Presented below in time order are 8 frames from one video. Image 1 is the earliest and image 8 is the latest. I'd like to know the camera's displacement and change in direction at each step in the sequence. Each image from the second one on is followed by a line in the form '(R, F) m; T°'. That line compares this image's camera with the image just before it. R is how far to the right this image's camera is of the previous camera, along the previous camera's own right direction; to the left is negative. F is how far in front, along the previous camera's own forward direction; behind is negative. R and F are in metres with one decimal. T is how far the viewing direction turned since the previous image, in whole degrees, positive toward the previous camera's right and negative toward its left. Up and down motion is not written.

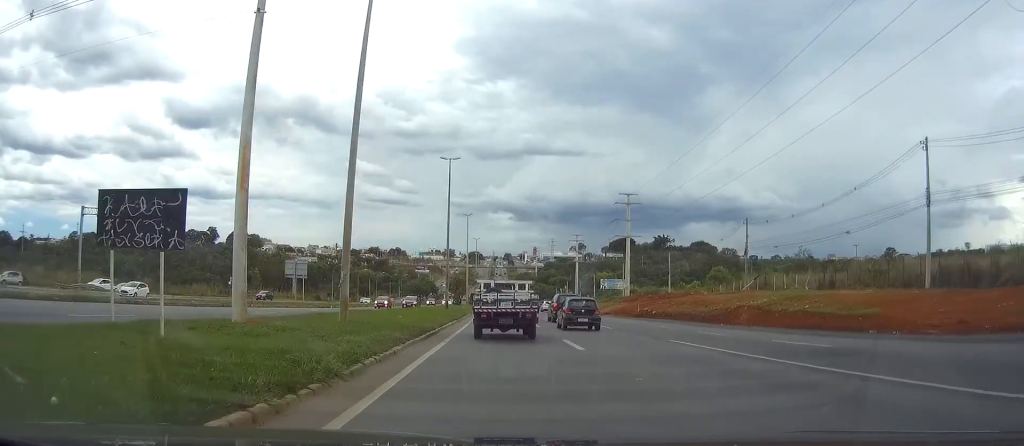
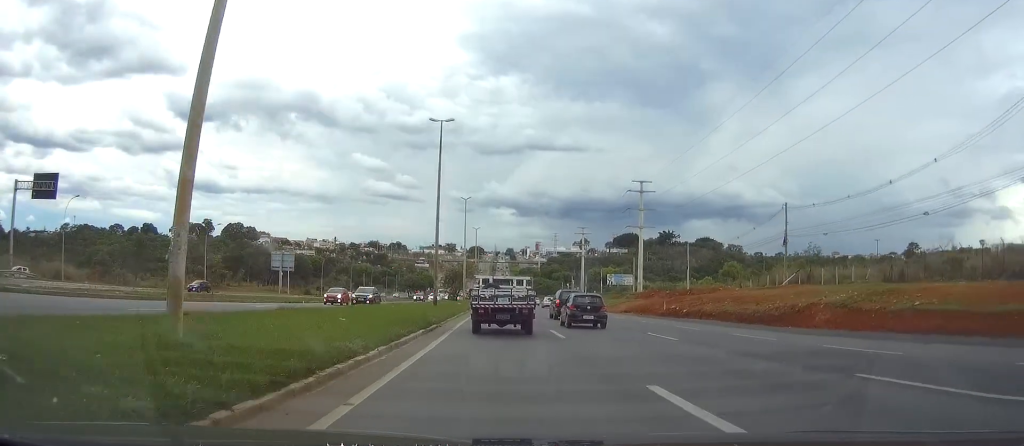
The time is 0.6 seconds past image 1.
(0.0, +12.4) m; 0°
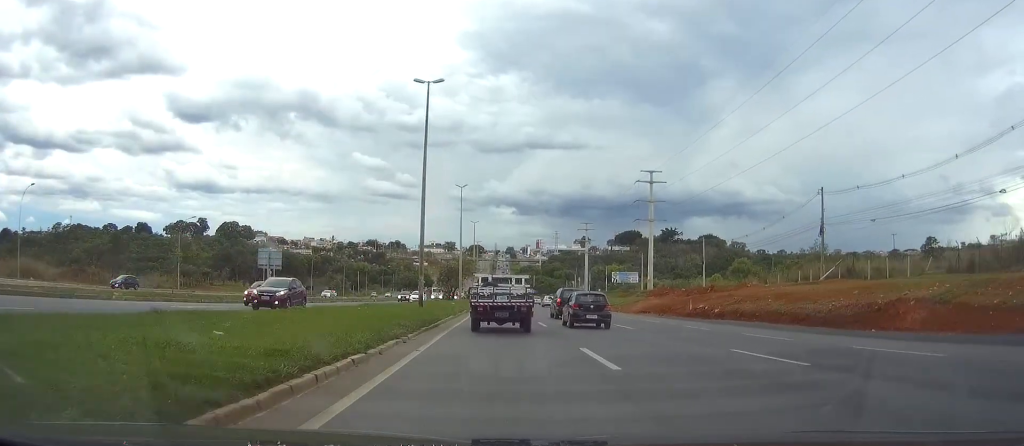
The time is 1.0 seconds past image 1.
(-0.1, +9.6) m; 0°
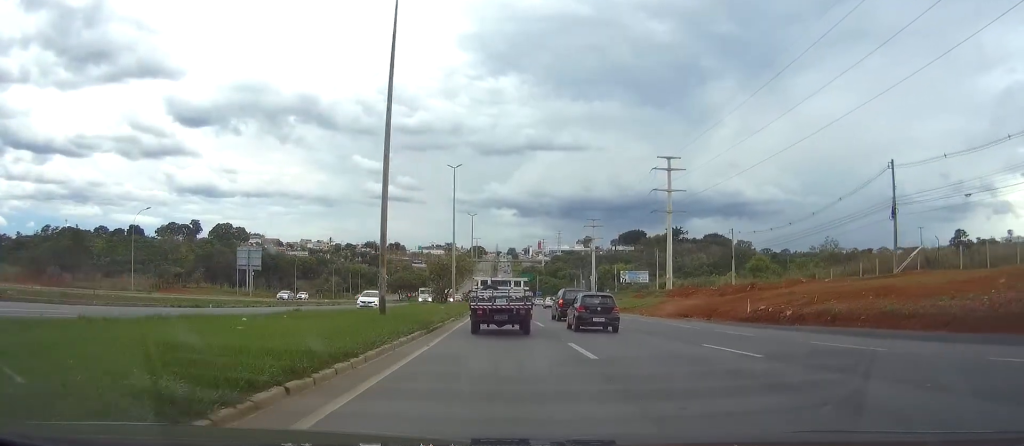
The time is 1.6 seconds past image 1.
(0.0, +14.1) m; 0°
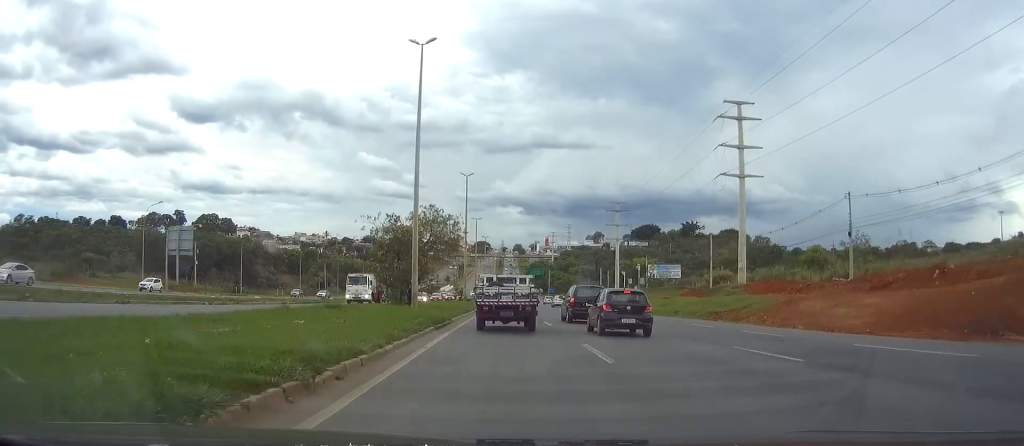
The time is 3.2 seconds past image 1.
(0.0, +34.4) m; 0°
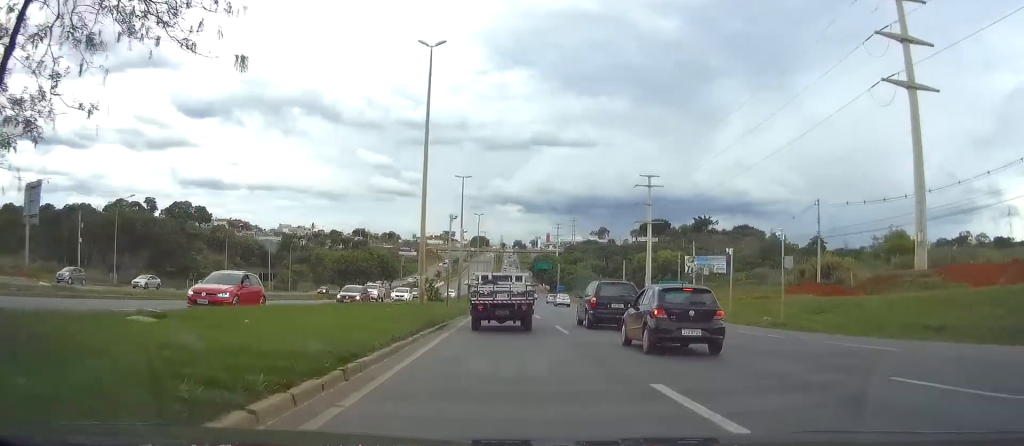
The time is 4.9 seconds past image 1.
(+0.1, +39.6) m; 0°
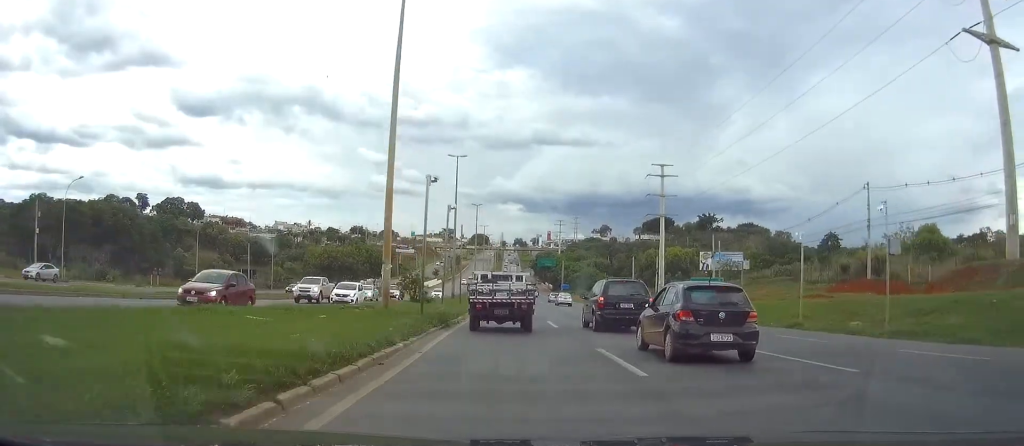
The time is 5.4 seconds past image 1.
(0.0, +11.0) m; 0°
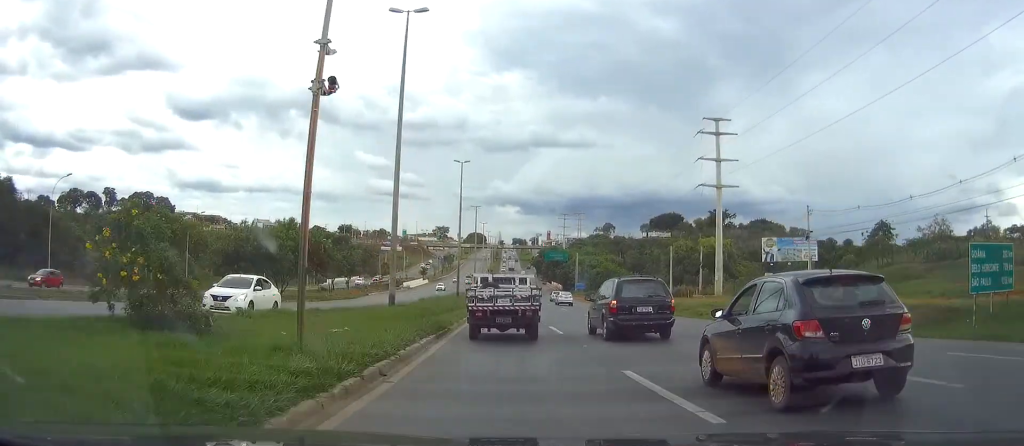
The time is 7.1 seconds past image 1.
(+0.1, +35.9) m; 0°
